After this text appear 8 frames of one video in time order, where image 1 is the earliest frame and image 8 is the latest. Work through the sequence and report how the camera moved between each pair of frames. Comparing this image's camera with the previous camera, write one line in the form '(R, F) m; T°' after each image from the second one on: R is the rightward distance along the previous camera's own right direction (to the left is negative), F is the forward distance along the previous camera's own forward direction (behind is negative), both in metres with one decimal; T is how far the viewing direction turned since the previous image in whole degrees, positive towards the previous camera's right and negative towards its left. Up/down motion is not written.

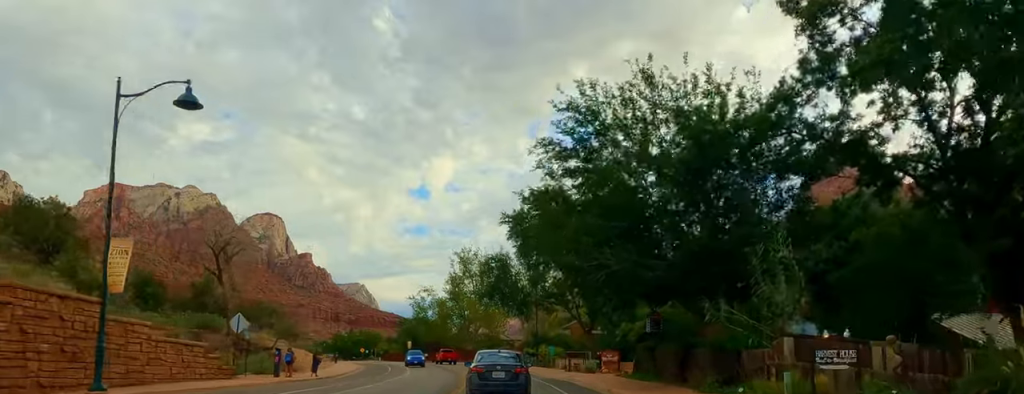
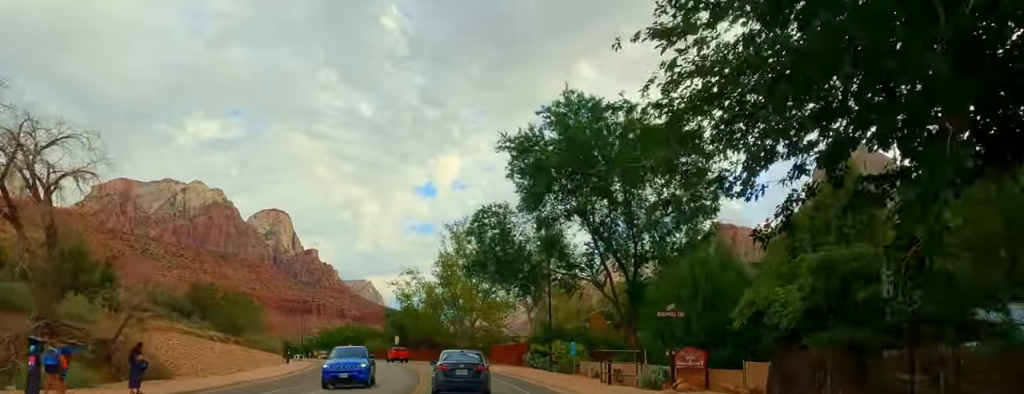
(0.0, +22.0) m; -2°
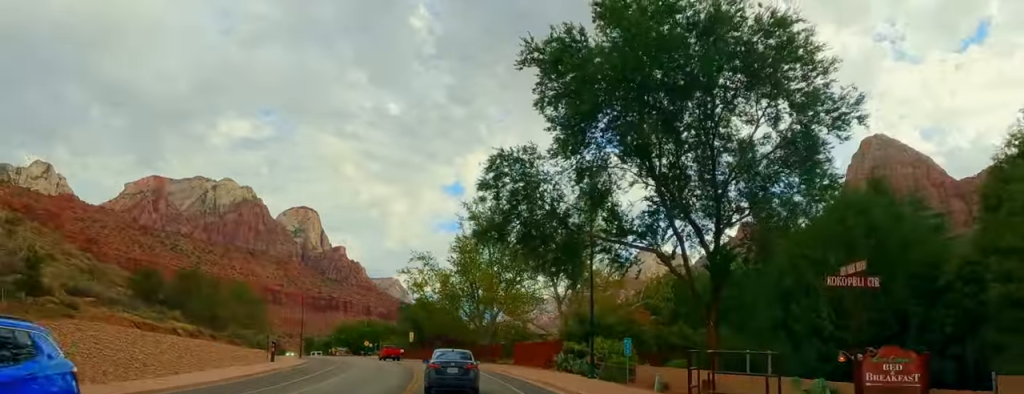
(-0.2, +12.7) m; -3°
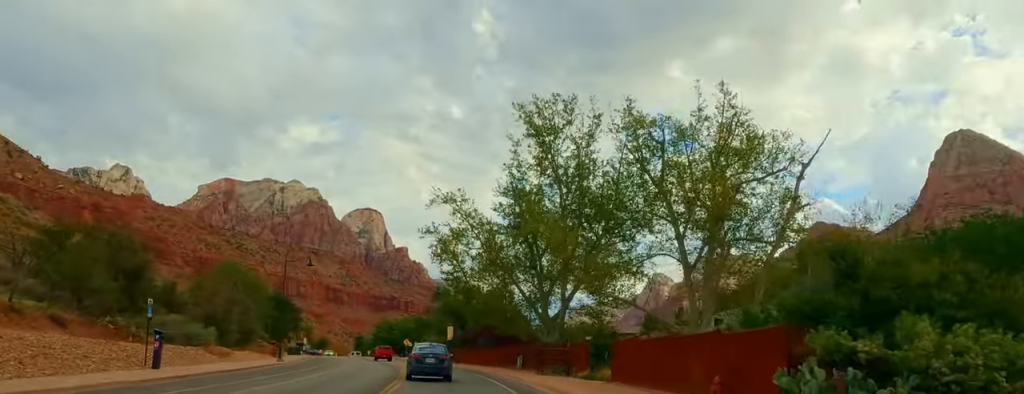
(-2.6, +31.0) m; -8°
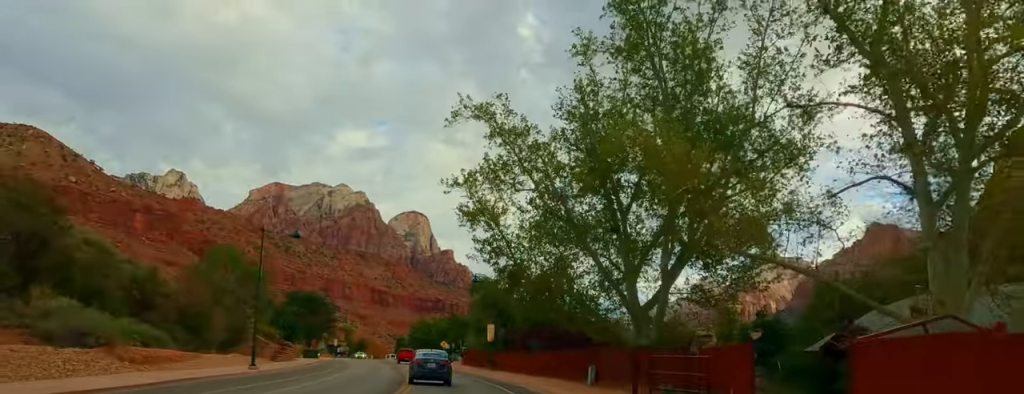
(-0.6, +18.2) m; -4°
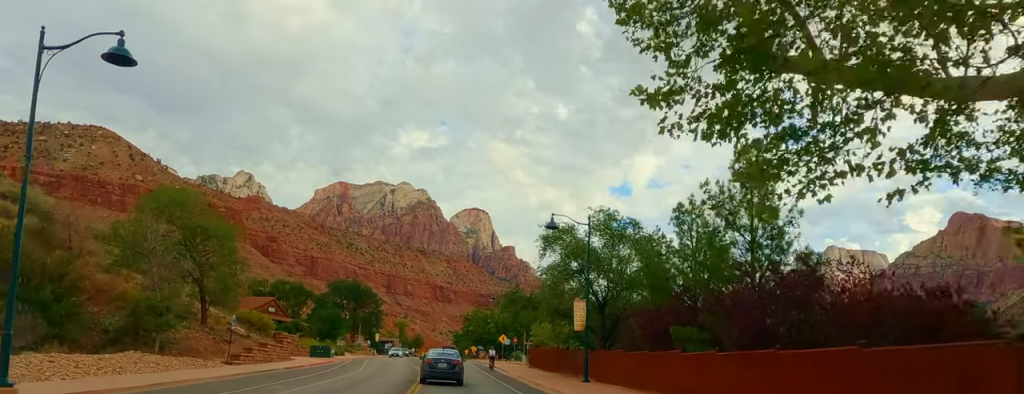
(-1.1, +27.1) m; -4°
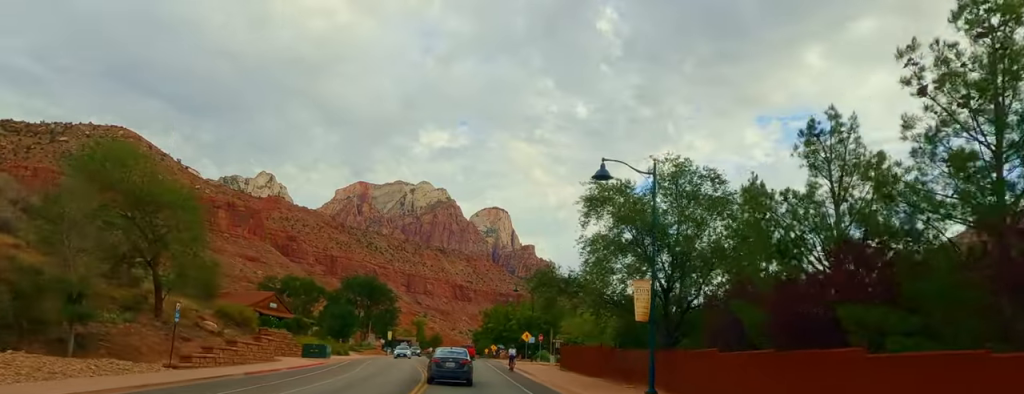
(-0.3, +10.0) m; -2°
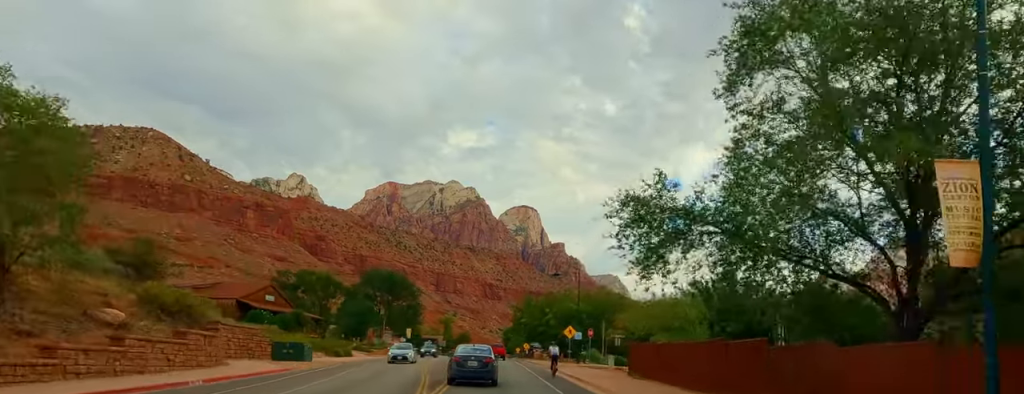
(0.0, +15.2) m; 0°
